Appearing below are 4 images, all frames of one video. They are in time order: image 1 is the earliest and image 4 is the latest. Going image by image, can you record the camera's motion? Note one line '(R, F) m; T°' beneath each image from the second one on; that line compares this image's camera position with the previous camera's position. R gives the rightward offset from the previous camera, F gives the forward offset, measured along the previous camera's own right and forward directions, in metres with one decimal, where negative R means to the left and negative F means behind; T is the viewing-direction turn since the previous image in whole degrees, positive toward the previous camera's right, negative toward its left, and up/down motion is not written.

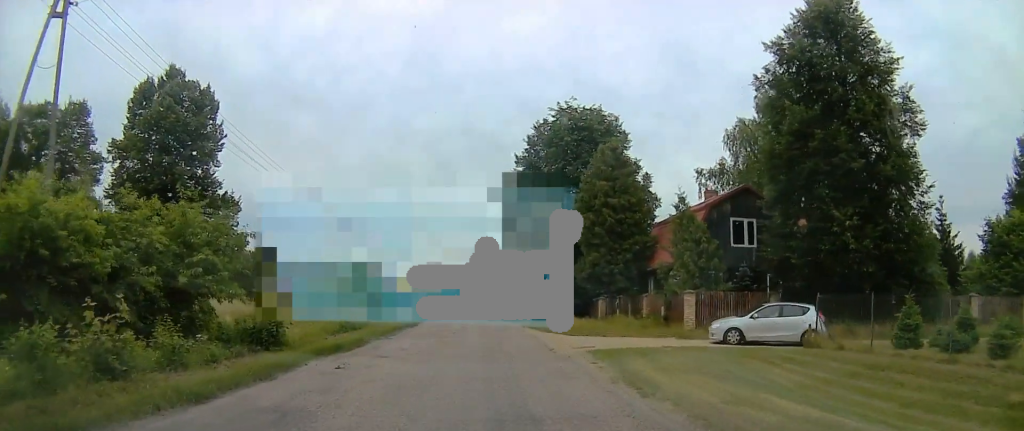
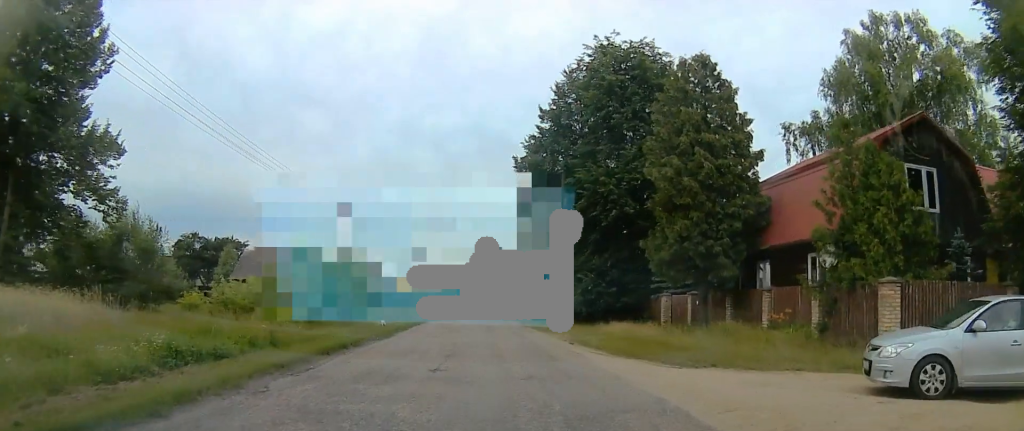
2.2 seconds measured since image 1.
(-0.5, +11.5) m; -4°
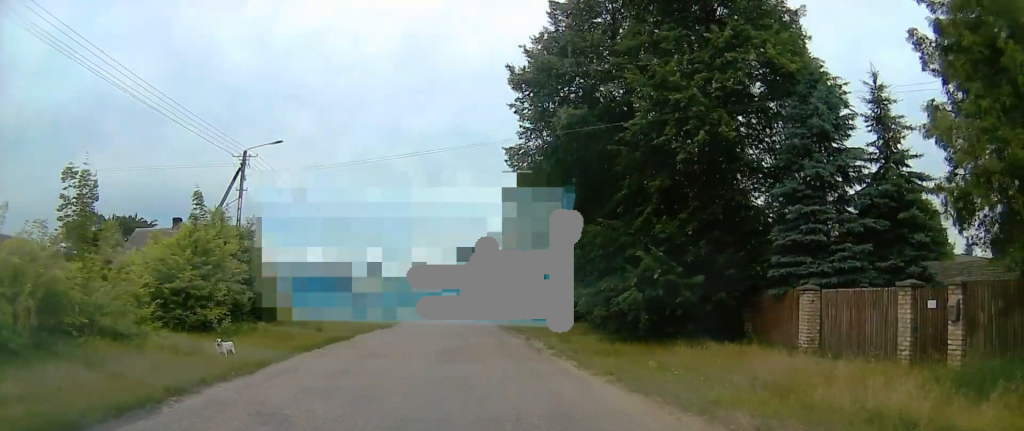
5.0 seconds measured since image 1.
(0.0, +17.7) m; +1°
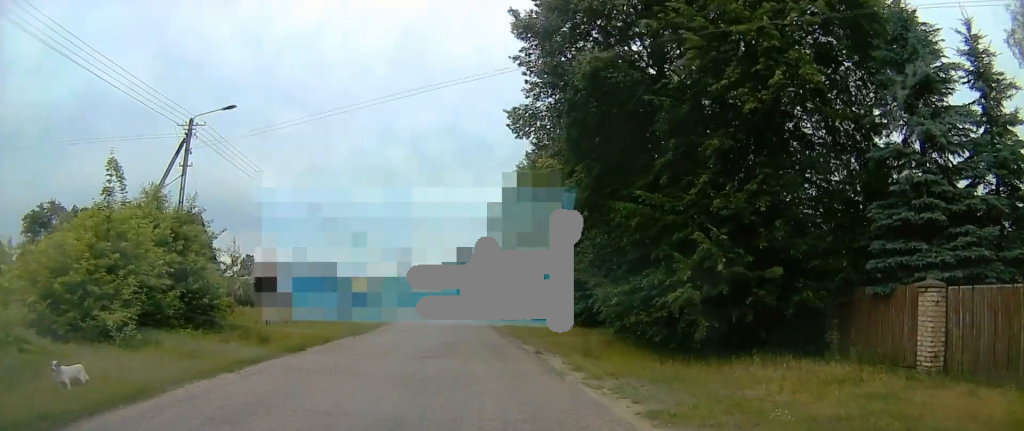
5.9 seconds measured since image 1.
(+0.1, +6.5) m; +3°
